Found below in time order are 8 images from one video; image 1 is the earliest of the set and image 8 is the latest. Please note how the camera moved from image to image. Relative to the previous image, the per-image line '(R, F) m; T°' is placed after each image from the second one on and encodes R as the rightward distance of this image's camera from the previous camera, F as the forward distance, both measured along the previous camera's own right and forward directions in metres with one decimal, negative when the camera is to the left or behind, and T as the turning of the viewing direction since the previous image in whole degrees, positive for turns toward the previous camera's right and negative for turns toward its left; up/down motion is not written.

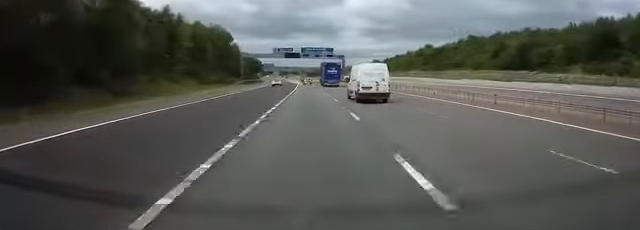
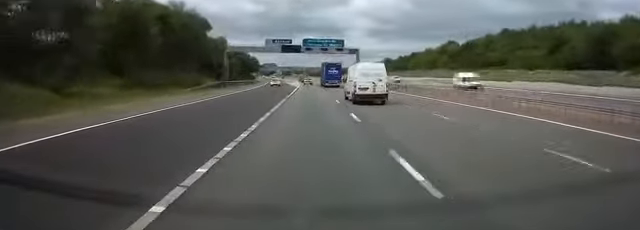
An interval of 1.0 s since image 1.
(0.0, +26.7) m; 0°
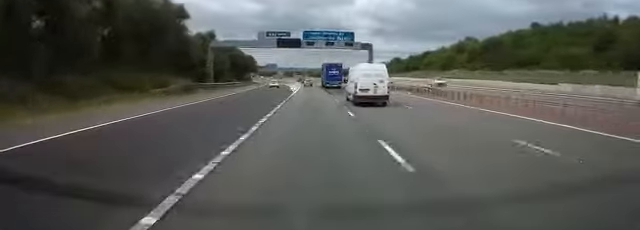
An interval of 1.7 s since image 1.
(+0.1, +16.4) m; -1°
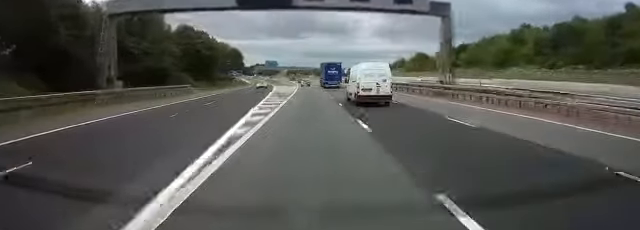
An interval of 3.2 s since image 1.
(-1.2, +40.1) m; -2°
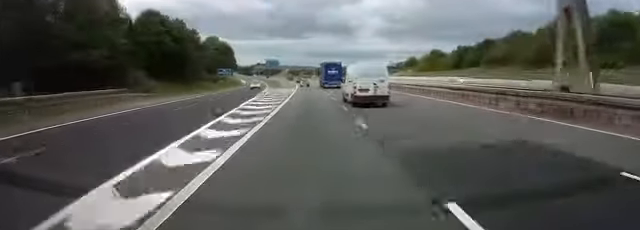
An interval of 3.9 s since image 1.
(0.0, +17.5) m; 0°
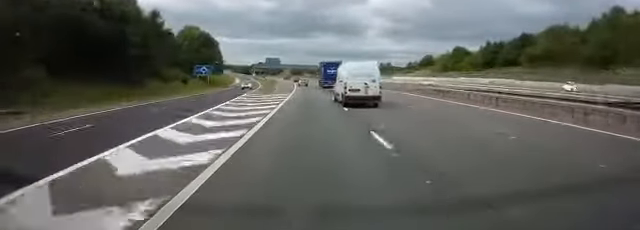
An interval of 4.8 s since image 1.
(+0.2, +21.6) m; 0°
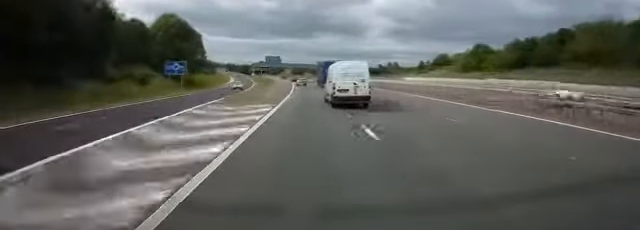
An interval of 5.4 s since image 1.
(0.0, +16.4) m; -1°
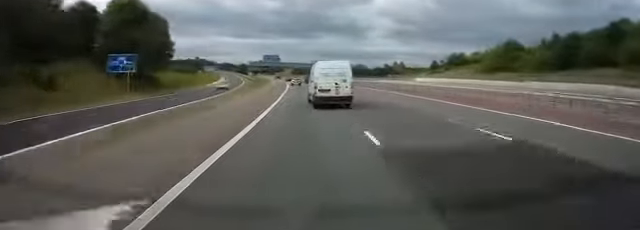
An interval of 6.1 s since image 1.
(-0.2, +18.4) m; -1°
